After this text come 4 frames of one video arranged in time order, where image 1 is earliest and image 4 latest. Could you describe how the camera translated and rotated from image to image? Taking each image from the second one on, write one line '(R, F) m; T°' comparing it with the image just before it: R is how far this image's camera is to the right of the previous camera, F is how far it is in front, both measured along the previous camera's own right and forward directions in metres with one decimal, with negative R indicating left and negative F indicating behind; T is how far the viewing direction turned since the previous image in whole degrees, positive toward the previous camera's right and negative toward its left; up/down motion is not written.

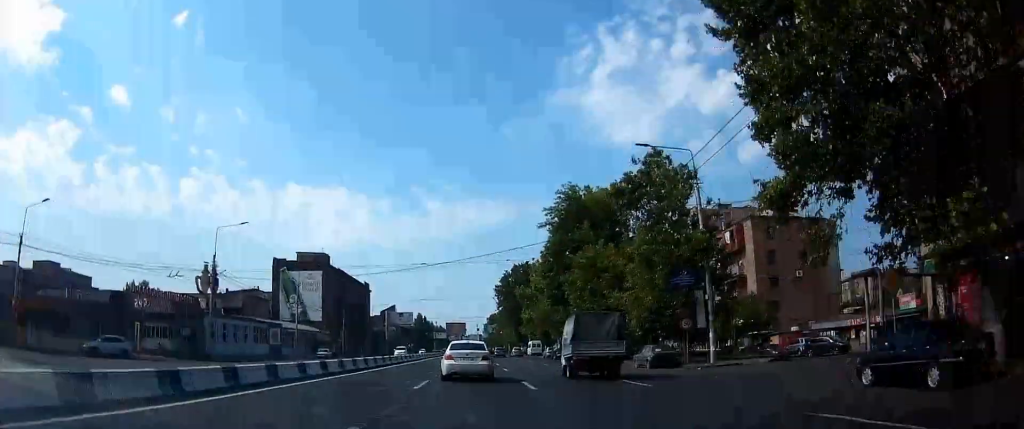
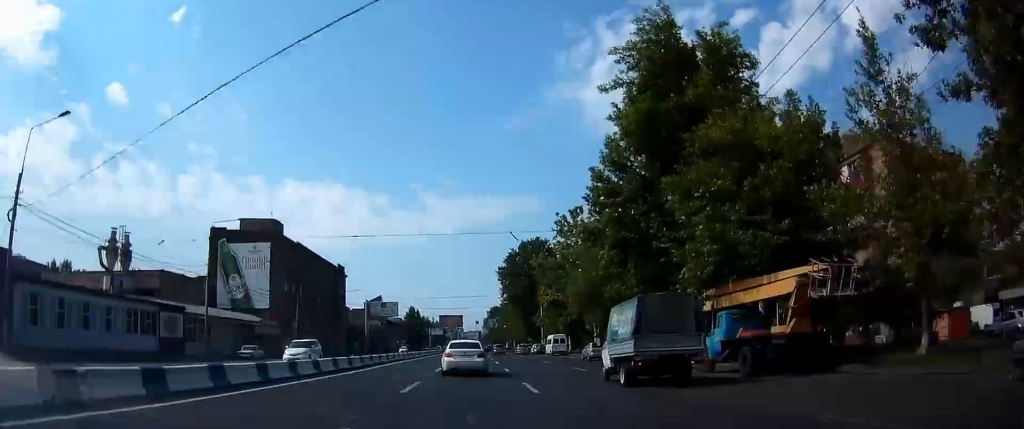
(+0.1, +28.2) m; +3°
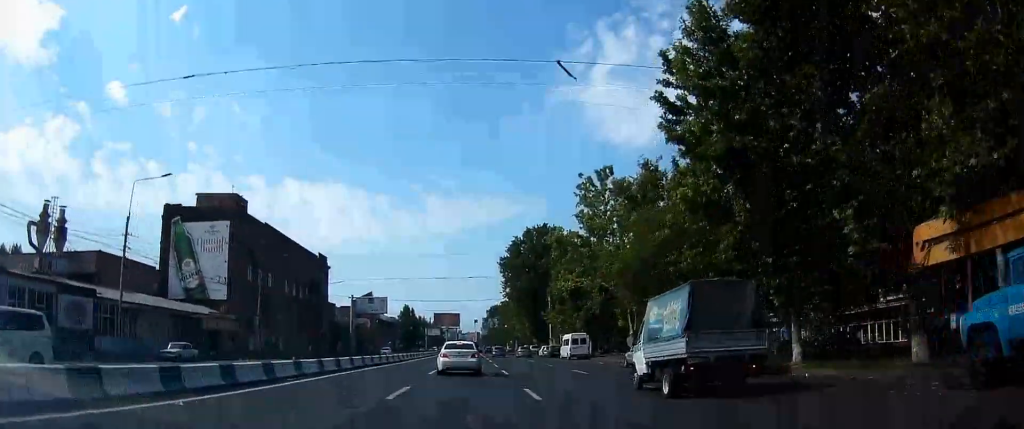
(+0.1, +14.7) m; -1°
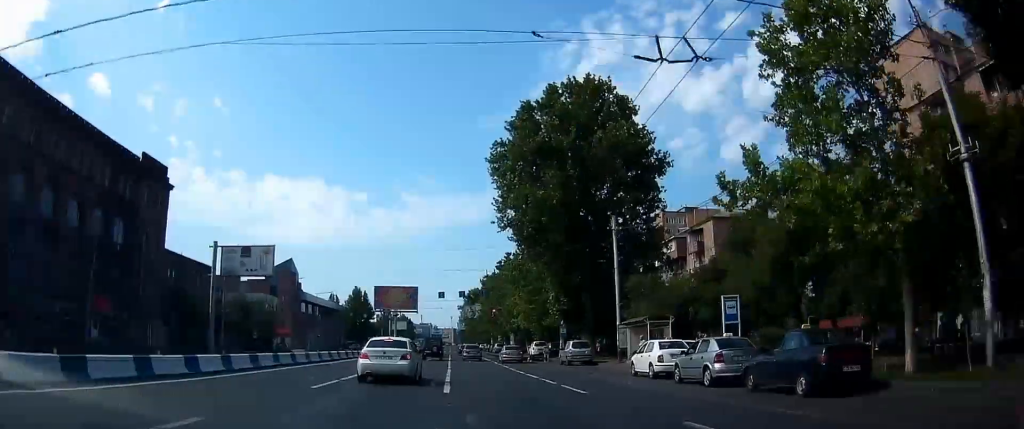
(-1.3, +60.3) m; 0°
